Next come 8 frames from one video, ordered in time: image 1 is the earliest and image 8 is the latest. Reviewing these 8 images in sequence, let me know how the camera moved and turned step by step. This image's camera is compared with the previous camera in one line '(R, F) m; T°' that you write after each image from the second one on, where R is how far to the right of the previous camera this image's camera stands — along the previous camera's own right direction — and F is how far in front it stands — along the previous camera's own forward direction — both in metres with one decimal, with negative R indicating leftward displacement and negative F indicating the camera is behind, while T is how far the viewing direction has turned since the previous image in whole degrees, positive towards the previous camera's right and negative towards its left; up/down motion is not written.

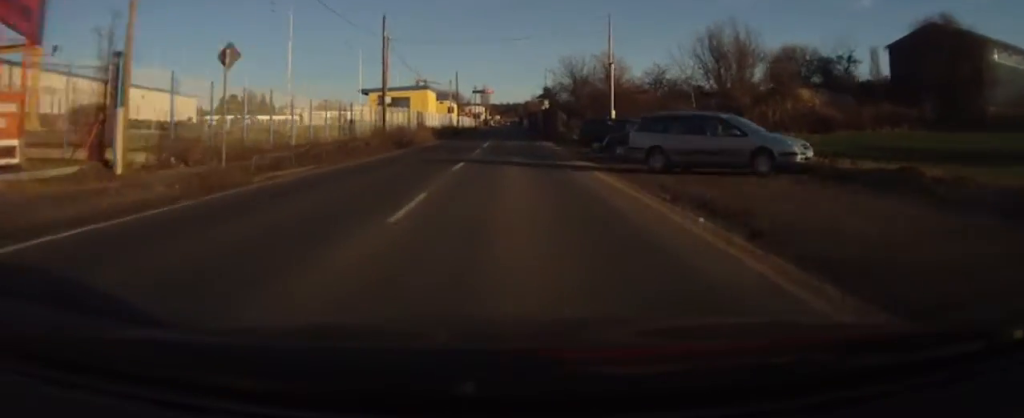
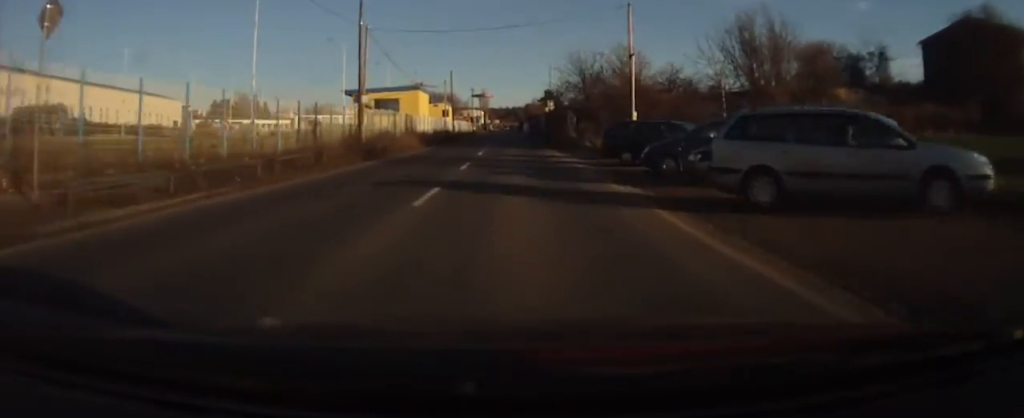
(0.0, +6.8) m; 0°
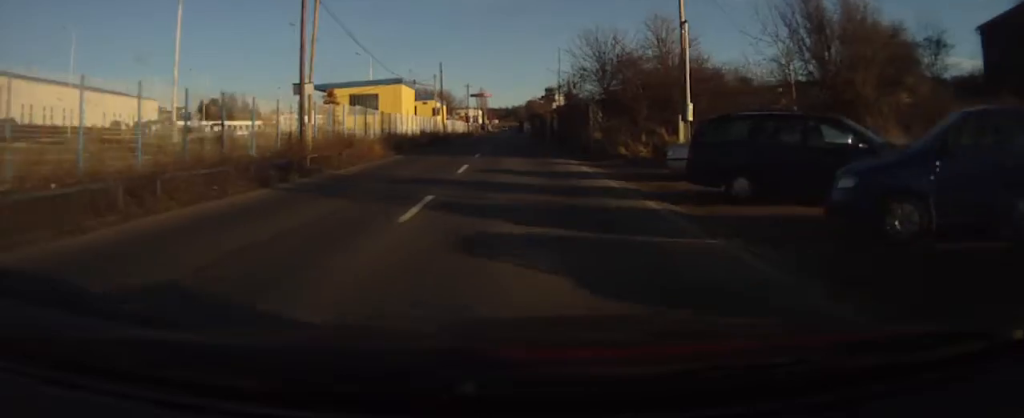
(0.0, +10.3) m; 0°
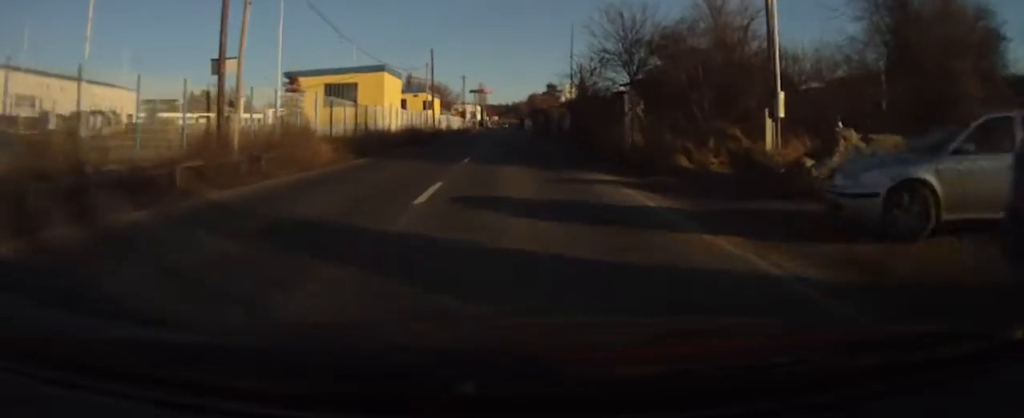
(0.0, +8.1) m; 0°
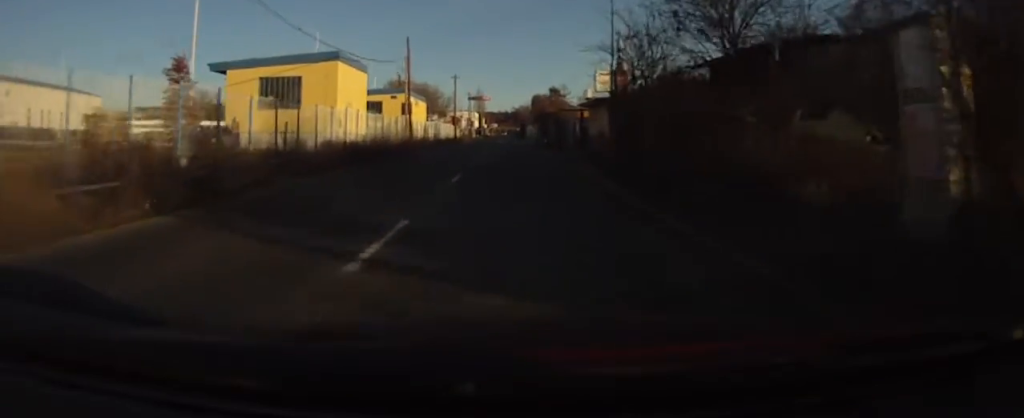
(+0.1, +14.2) m; 0°
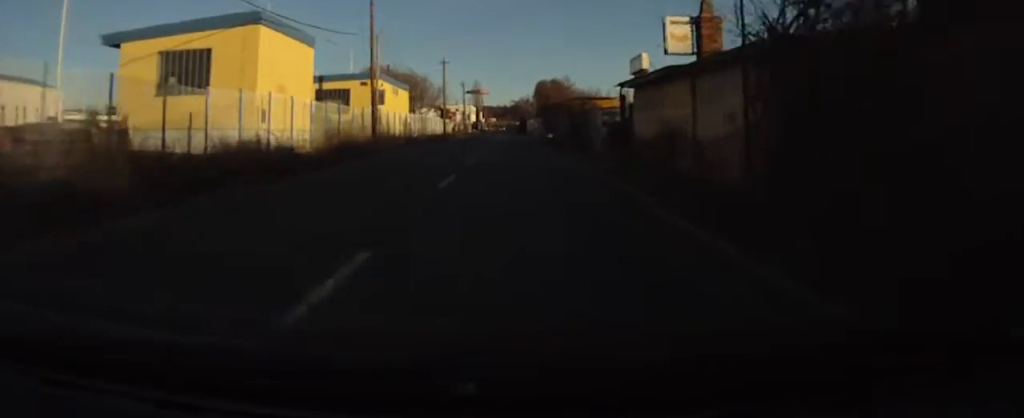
(0.0, +12.5) m; 0°
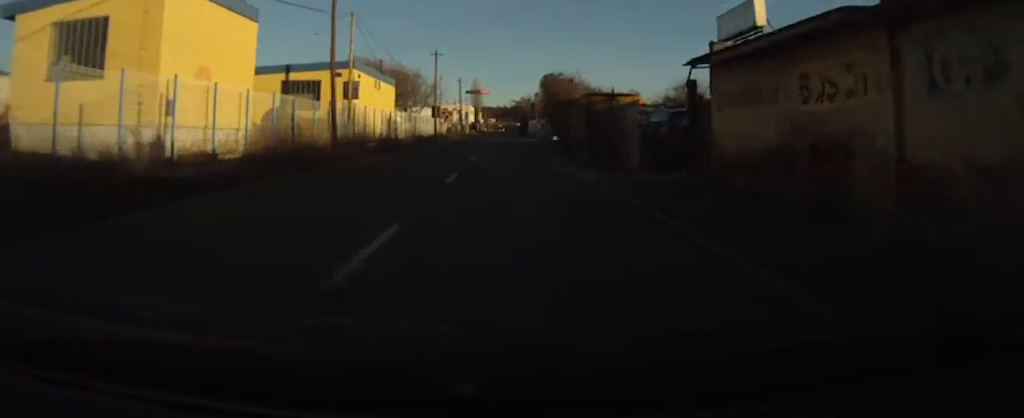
(0.0, +8.3) m; 0°
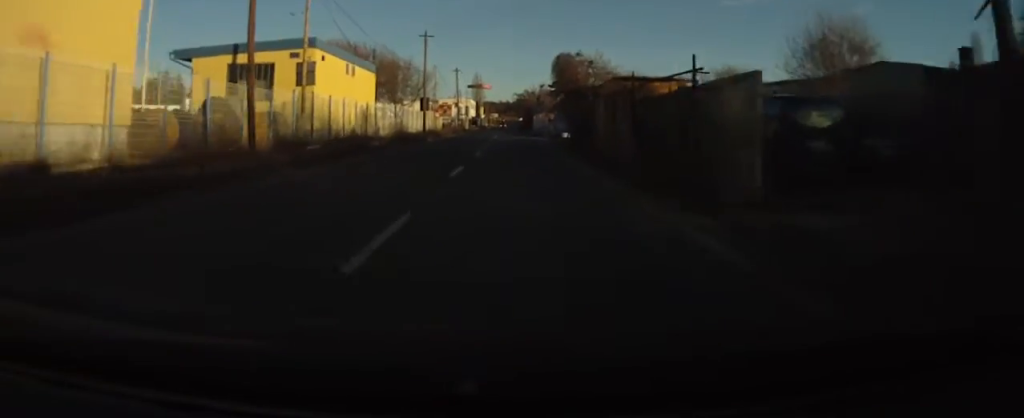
(0.0, +9.7) m; 0°
